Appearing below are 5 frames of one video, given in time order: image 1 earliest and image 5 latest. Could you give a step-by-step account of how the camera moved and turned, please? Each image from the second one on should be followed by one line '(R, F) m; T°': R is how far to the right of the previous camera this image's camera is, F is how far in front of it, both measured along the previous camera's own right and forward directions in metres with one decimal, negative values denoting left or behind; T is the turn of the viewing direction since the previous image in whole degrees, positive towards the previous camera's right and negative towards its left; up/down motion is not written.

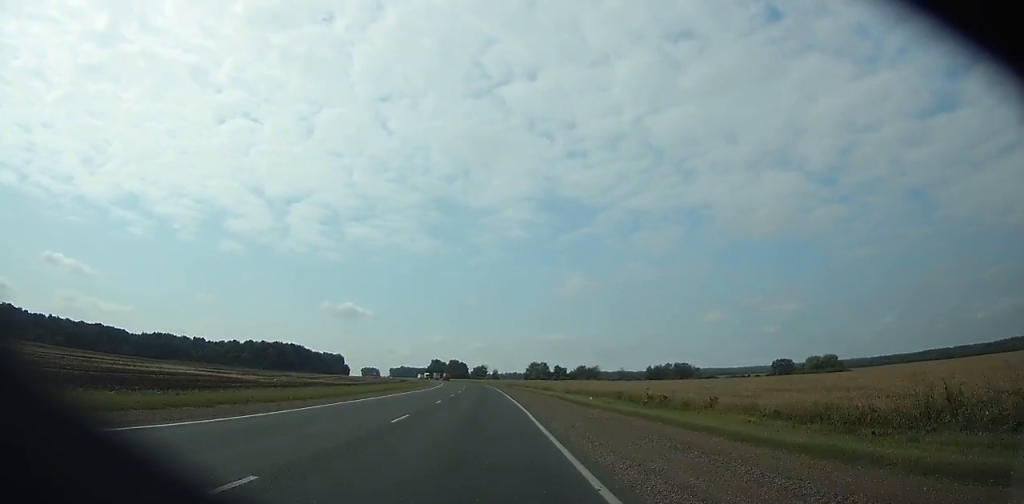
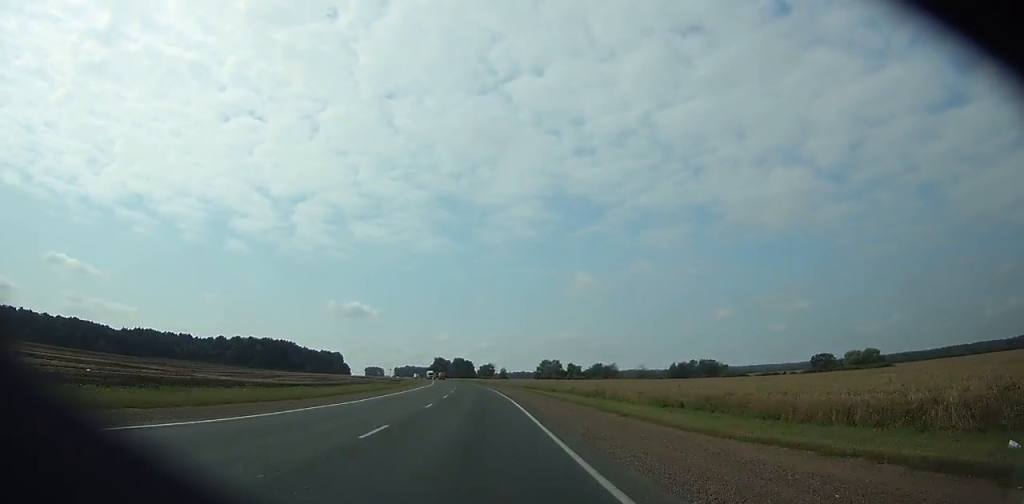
(0.0, +40.0) m; -1°
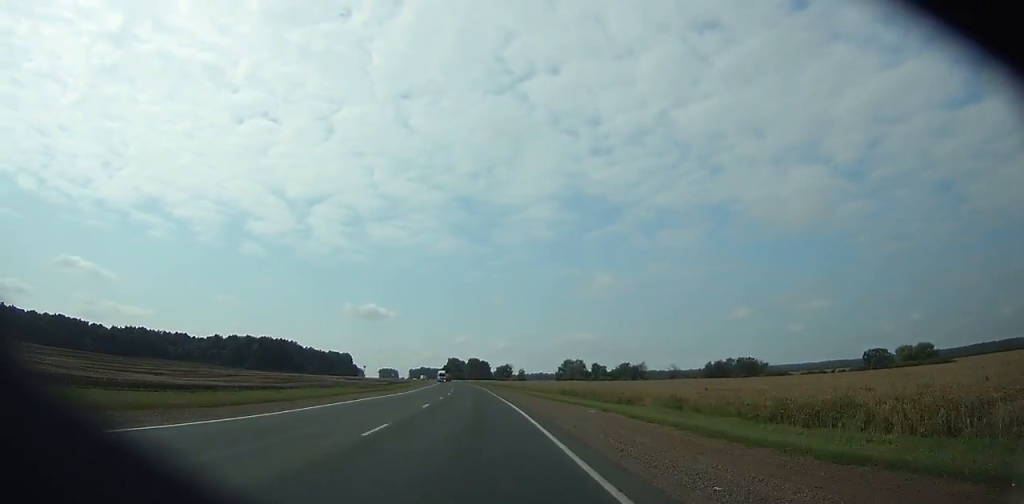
(0.0, +35.2) m; -1°
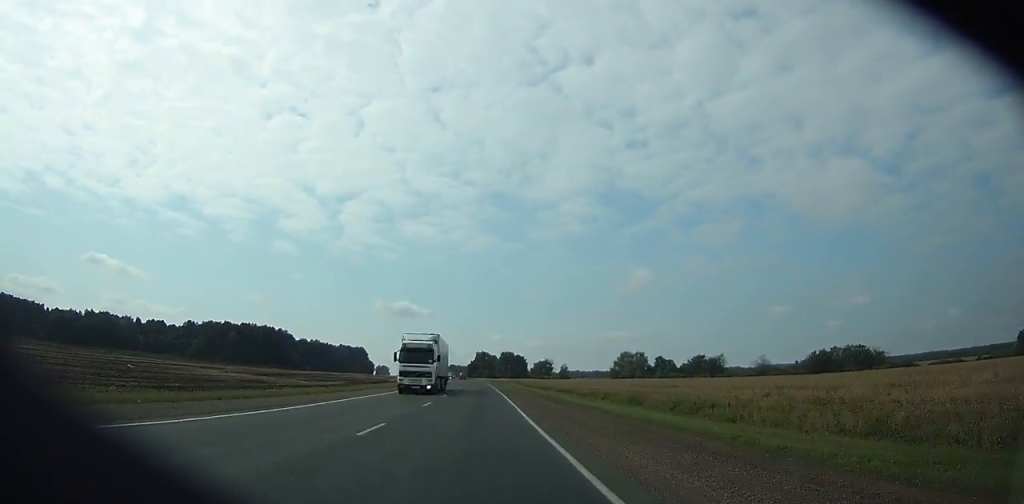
(-2.4, +83.9) m; -3°
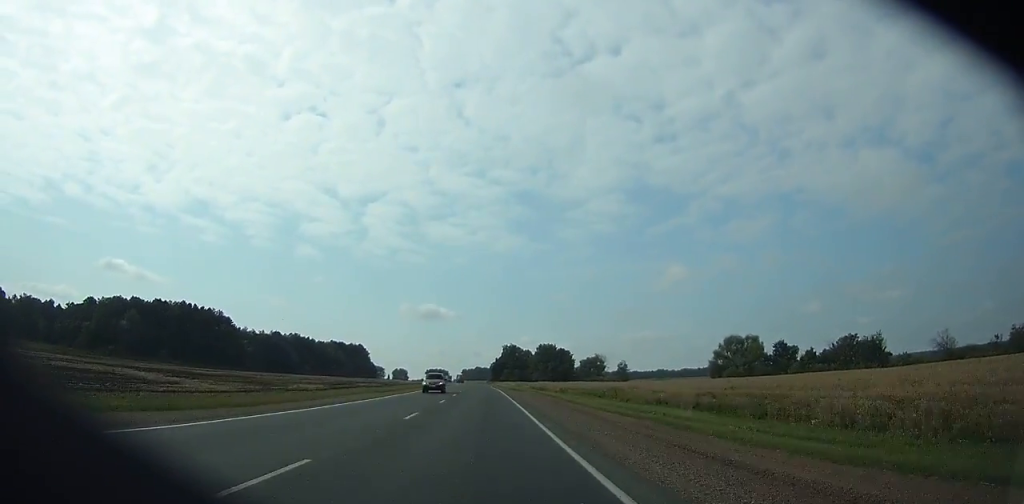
(-3.3, +115.3) m; -3°
